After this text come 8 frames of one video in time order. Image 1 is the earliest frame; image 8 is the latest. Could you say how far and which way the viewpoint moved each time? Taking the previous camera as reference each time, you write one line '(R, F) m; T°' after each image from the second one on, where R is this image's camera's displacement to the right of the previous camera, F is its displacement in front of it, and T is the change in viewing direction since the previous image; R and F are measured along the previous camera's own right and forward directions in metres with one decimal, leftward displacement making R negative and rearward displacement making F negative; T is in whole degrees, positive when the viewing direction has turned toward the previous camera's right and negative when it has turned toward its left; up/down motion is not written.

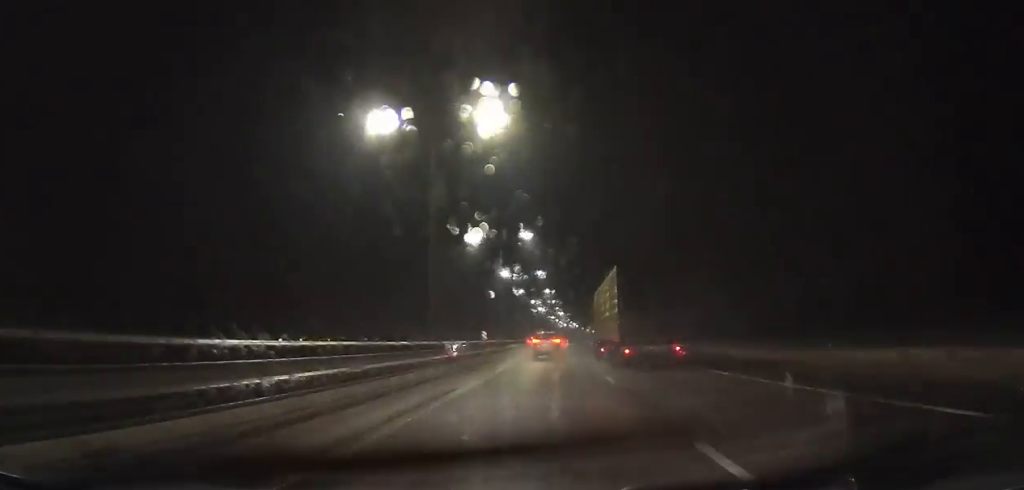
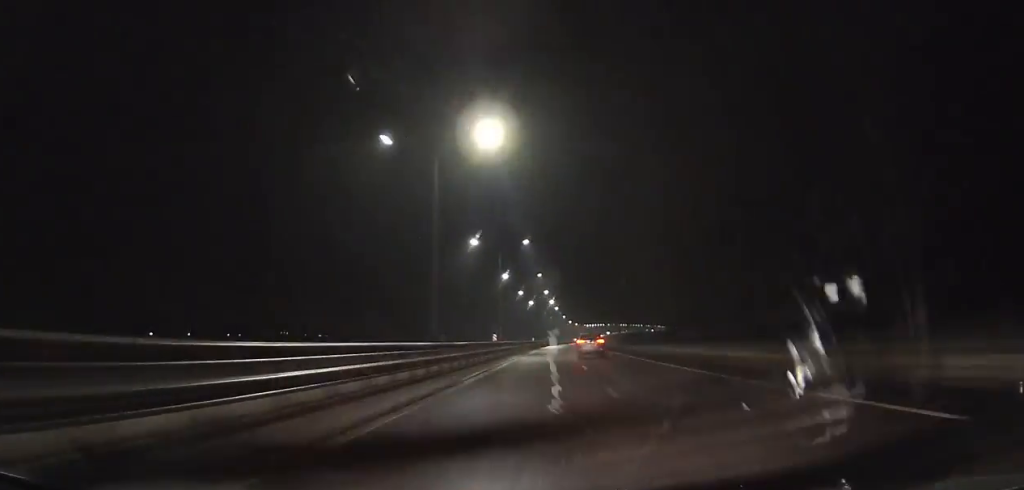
(+4.9, +184.3) m; +3°
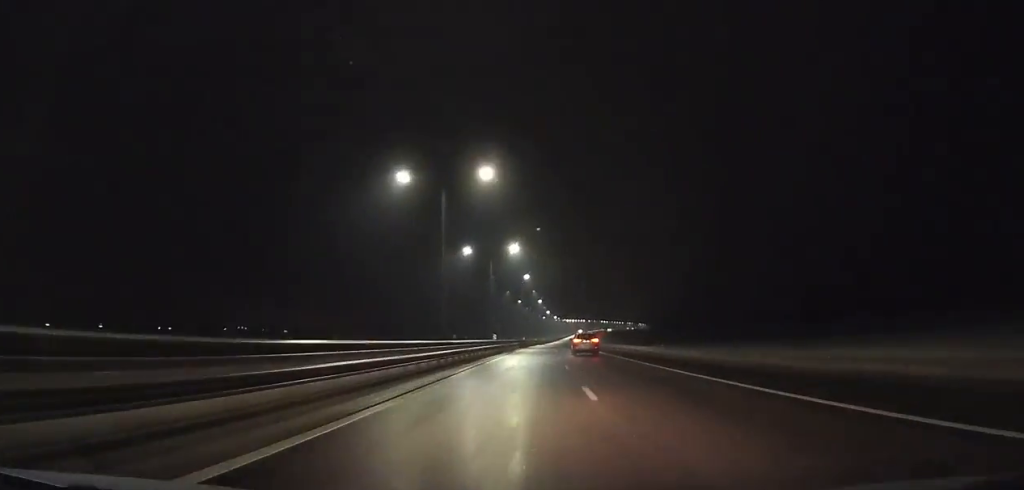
(+1.6, +85.2) m; +2°
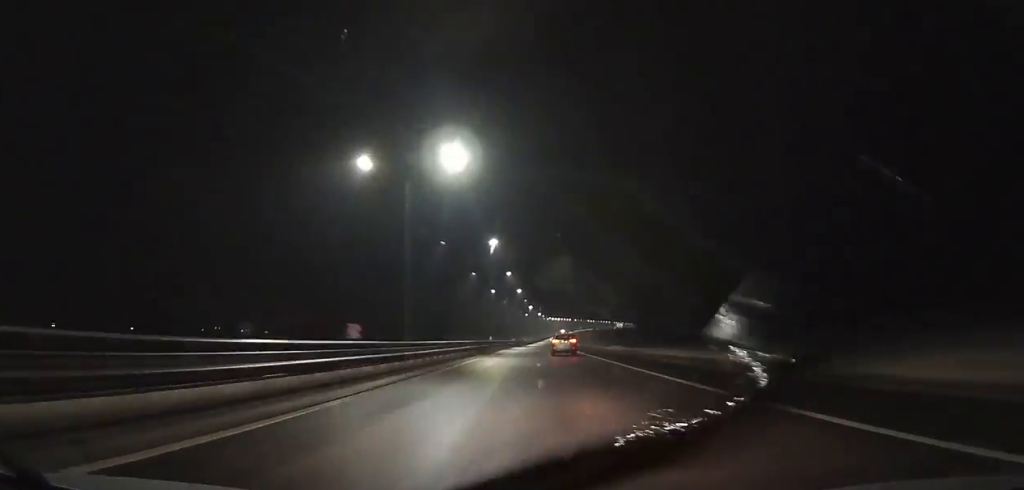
(+0.1, +33.0) m; +1°
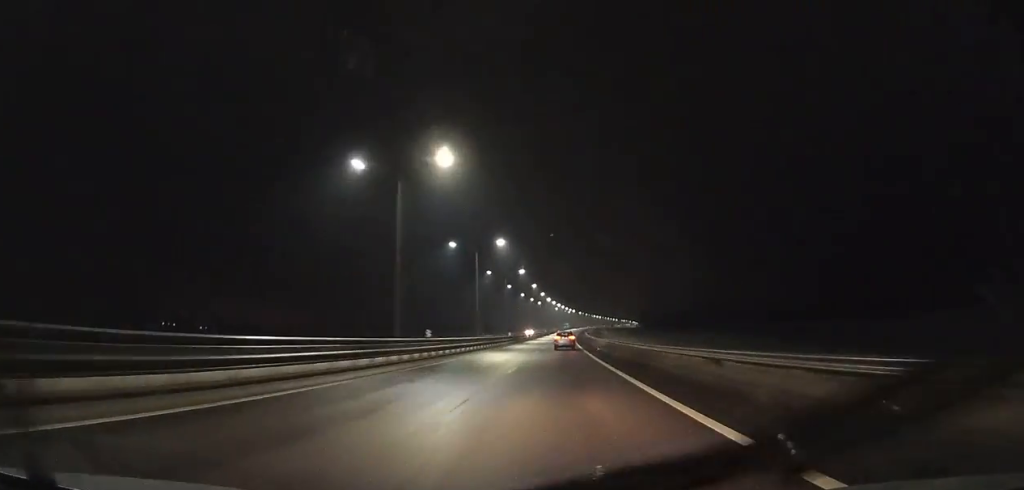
(+1.7, +174.5) m; +1°
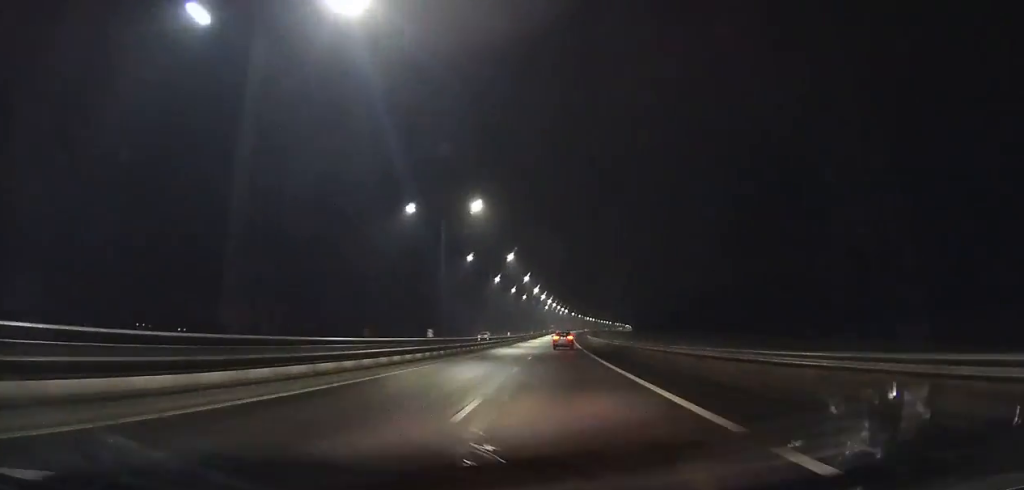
(+0.3, +47.4) m; +1°
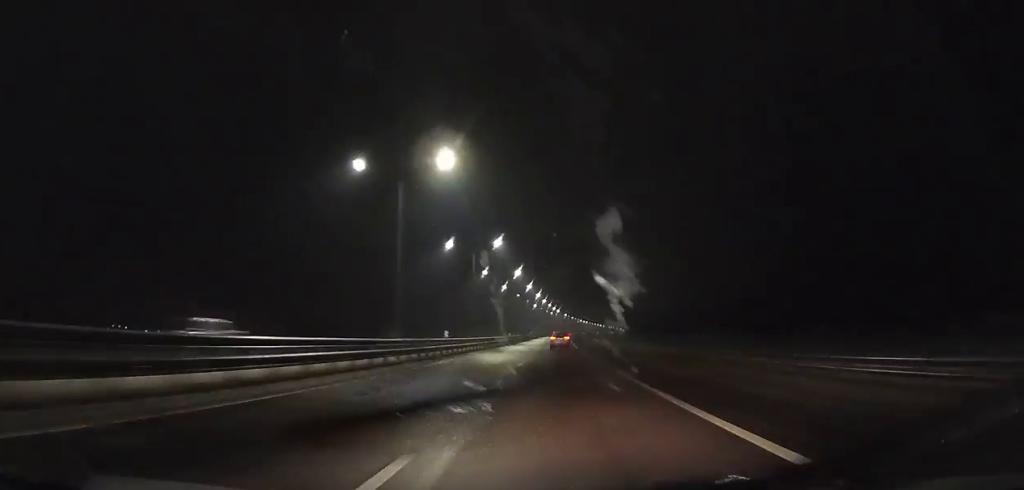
(+0.4, +41.8) m; +1°
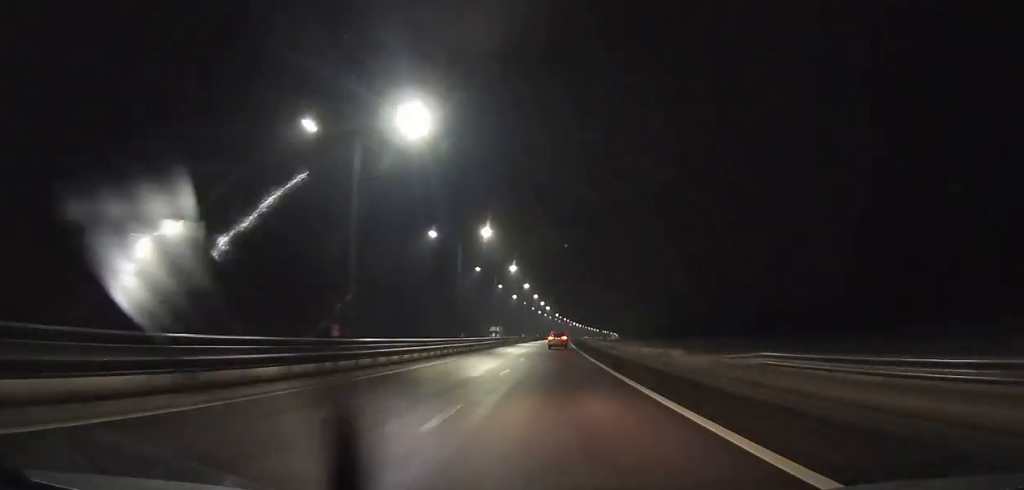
(+0.8, +66.9) m; +1°
